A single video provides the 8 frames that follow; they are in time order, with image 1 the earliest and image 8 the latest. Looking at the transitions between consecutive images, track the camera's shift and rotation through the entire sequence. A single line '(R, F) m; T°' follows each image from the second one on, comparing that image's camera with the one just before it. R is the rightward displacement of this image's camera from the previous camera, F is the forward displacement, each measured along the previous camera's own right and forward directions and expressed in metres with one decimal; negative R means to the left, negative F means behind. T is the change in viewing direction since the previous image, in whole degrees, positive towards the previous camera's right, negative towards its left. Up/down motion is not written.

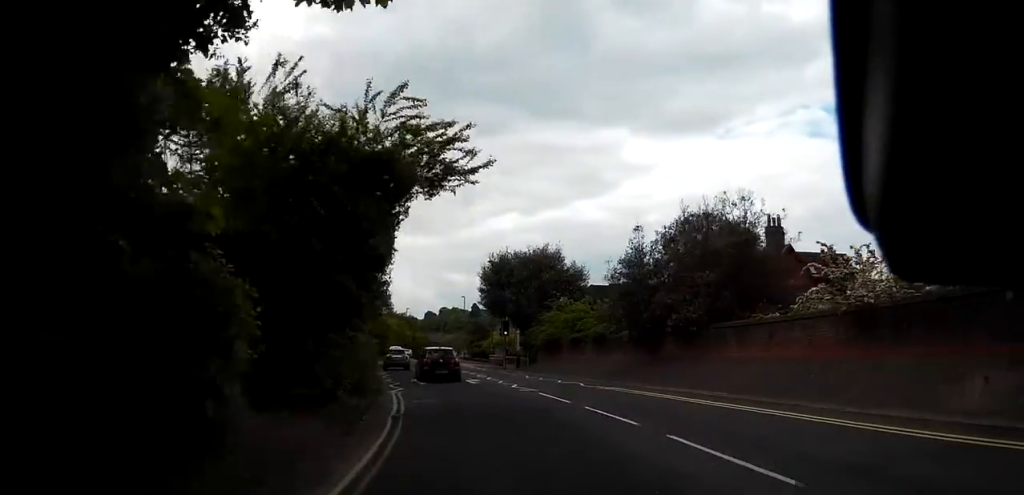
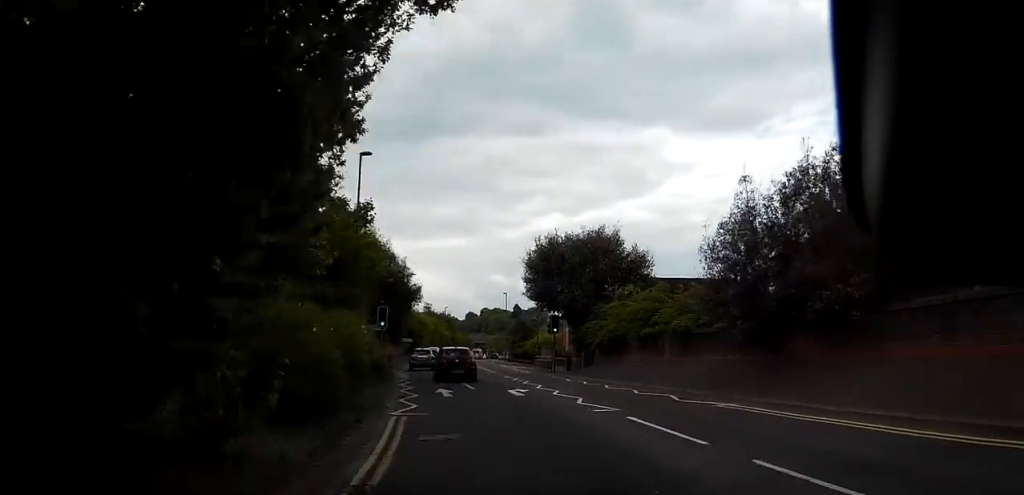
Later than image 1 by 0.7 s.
(-0.4, +8.7) m; -6°
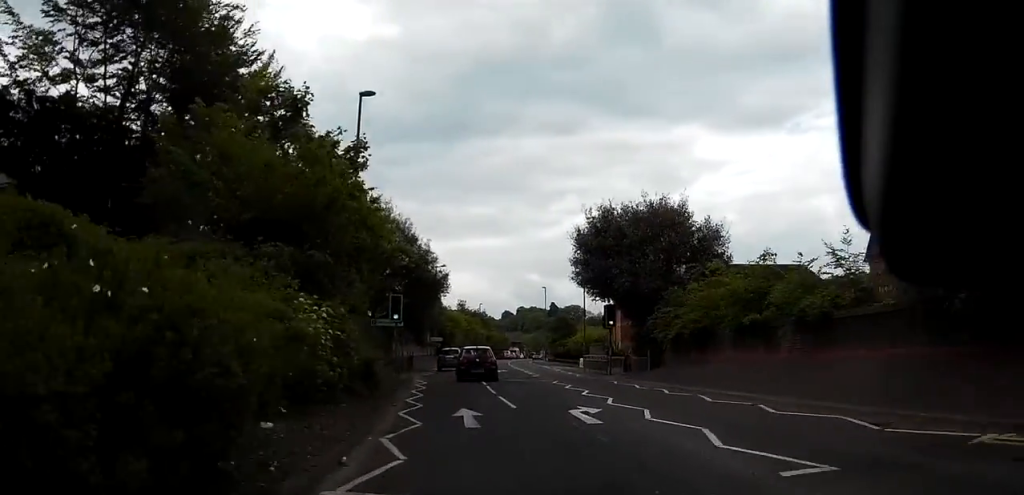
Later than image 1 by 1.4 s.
(-0.5, +9.3) m; -6°
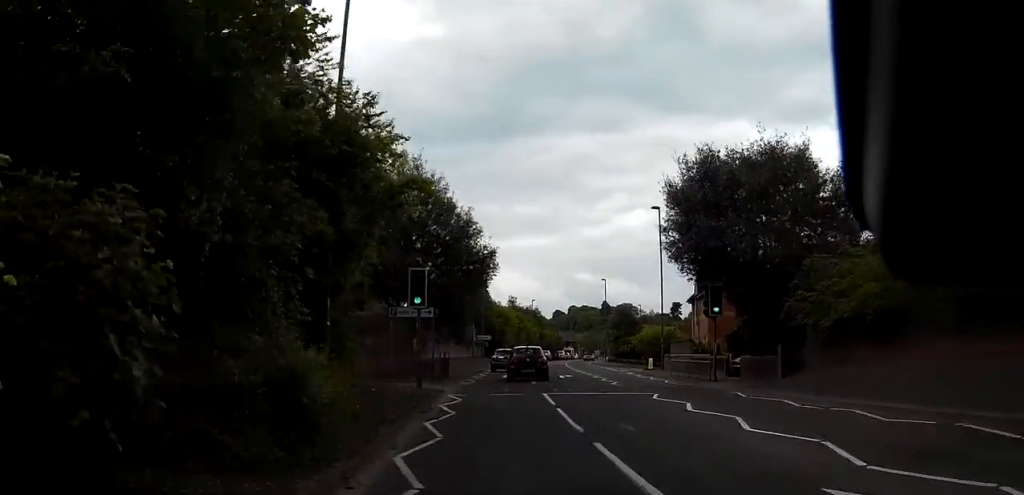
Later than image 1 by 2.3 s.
(-0.7, +10.9) m; -1°
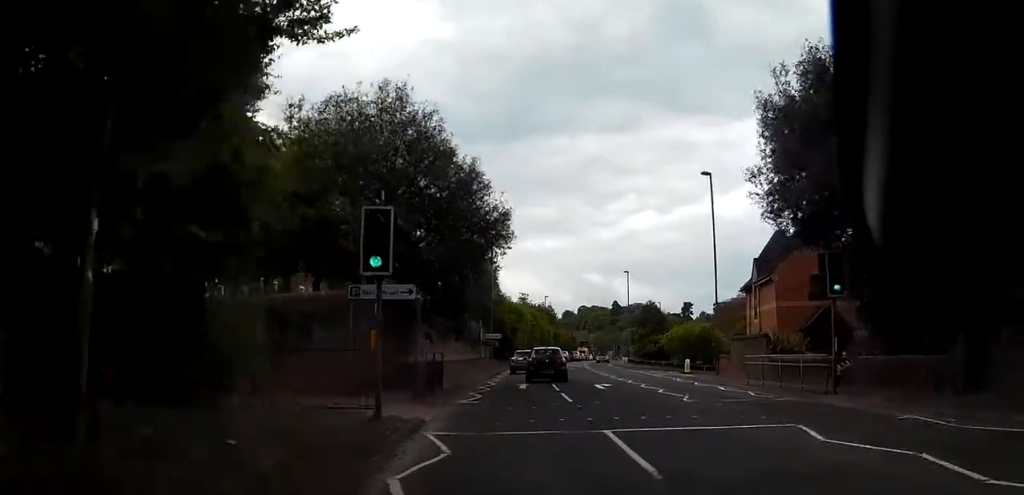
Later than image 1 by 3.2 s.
(+0.4, +9.7) m; +3°
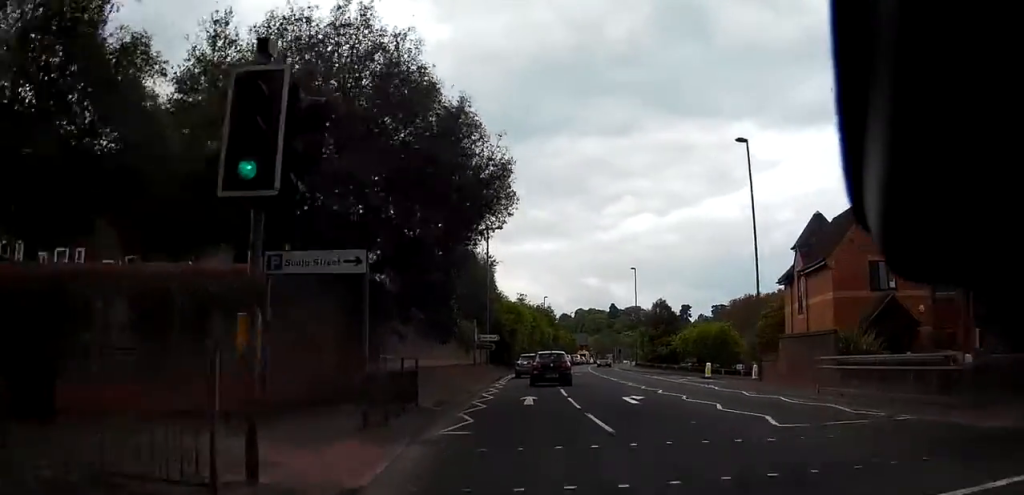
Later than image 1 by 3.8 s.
(+0.2, +6.5) m; +1°
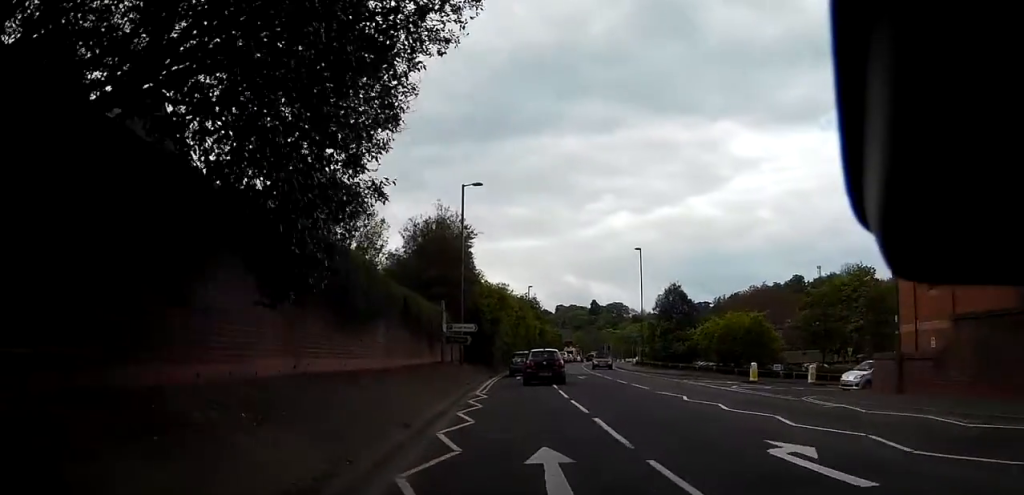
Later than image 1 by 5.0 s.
(+0.1, +12.6) m; +2°
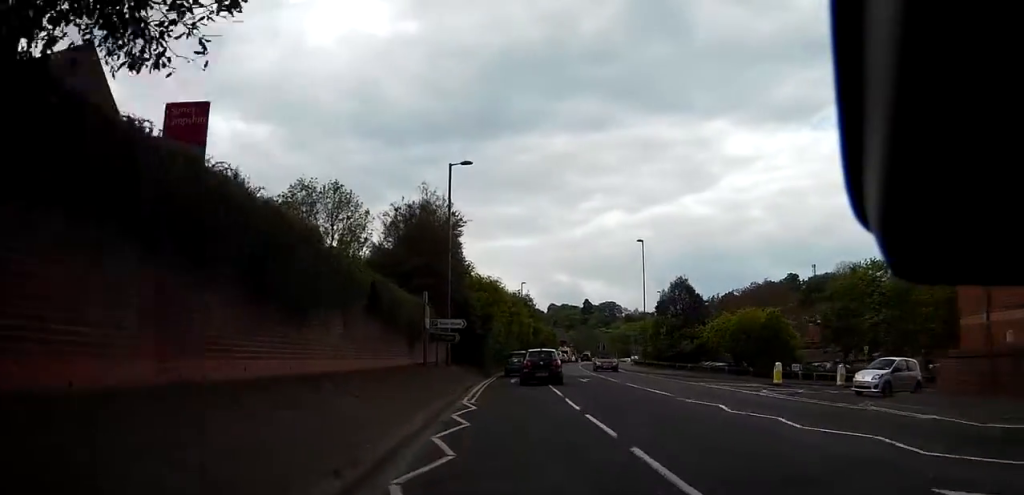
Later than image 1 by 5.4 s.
(-0.2, +4.5) m; +1°
